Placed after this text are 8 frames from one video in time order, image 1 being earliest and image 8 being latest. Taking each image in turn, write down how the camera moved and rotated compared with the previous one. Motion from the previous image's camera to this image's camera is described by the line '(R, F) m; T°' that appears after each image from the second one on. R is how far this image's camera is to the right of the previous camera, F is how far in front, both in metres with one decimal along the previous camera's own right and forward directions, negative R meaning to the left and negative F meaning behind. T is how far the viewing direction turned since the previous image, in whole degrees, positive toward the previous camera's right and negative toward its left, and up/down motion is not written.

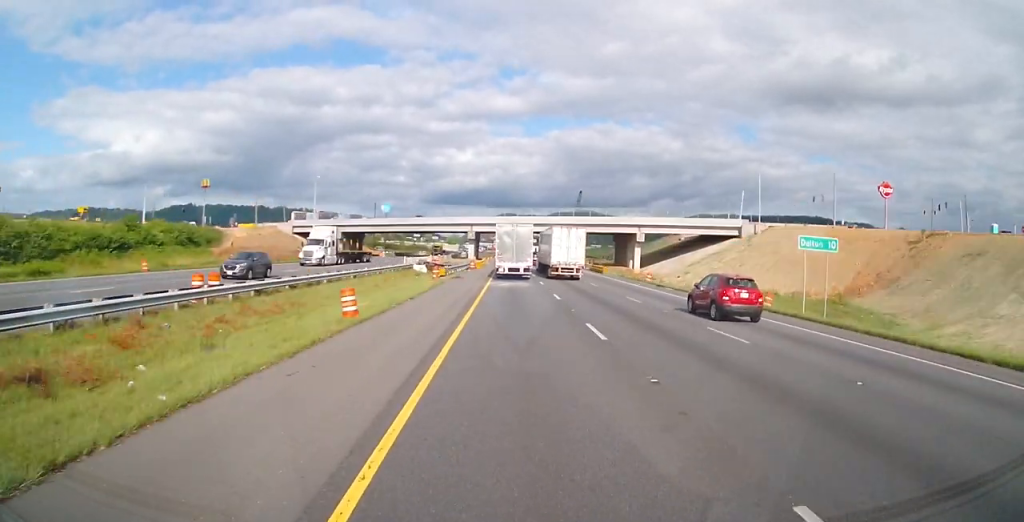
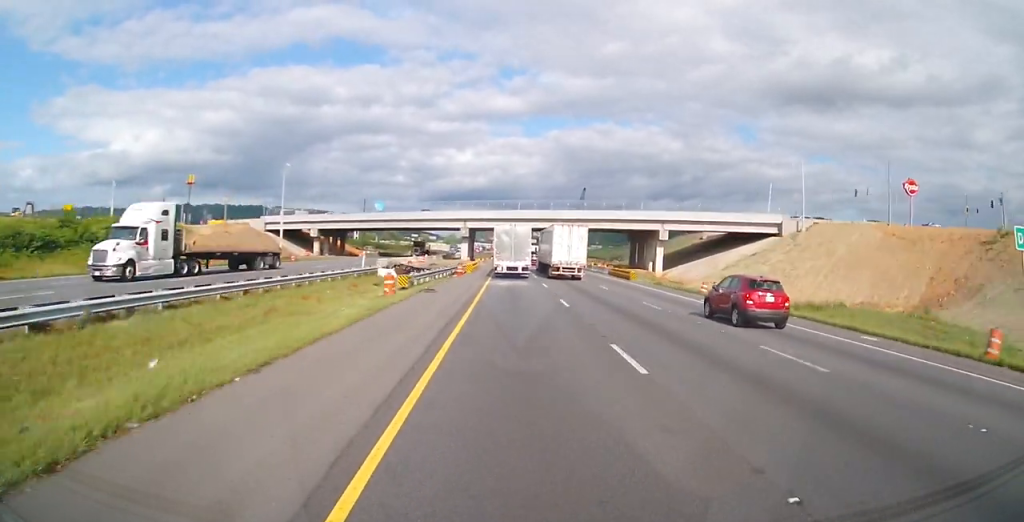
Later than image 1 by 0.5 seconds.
(-0.1, +15.9) m; 0°
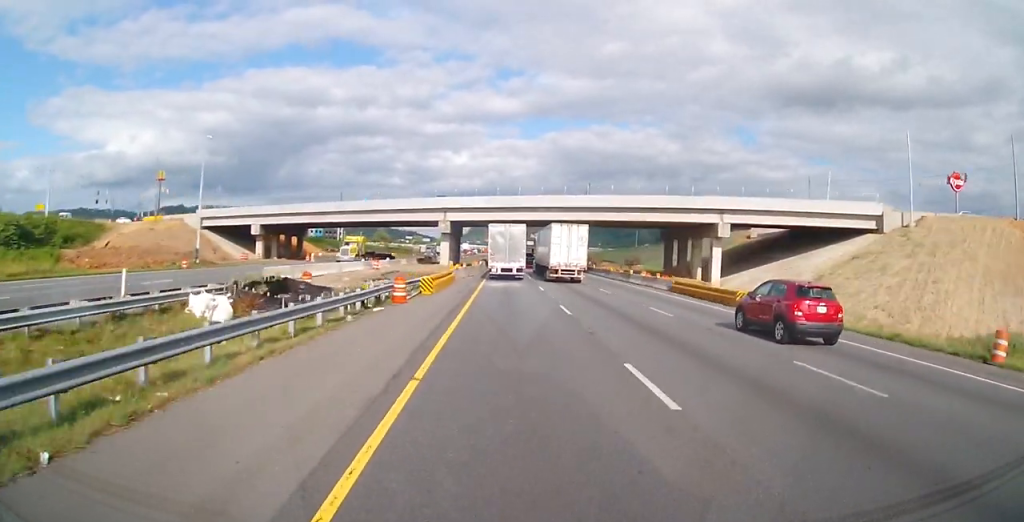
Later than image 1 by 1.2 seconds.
(+0.3, +26.2) m; 0°
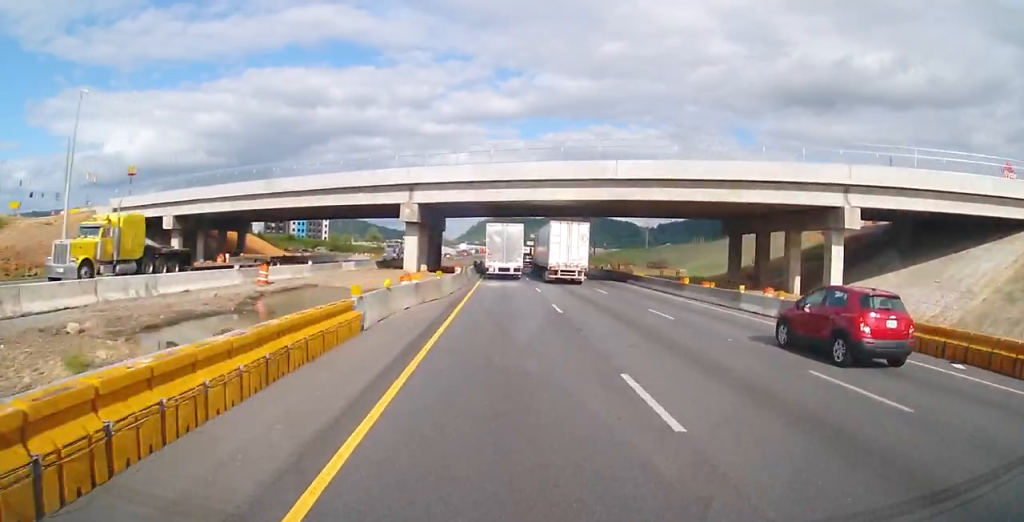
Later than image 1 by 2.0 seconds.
(0.0, +25.0) m; 0°
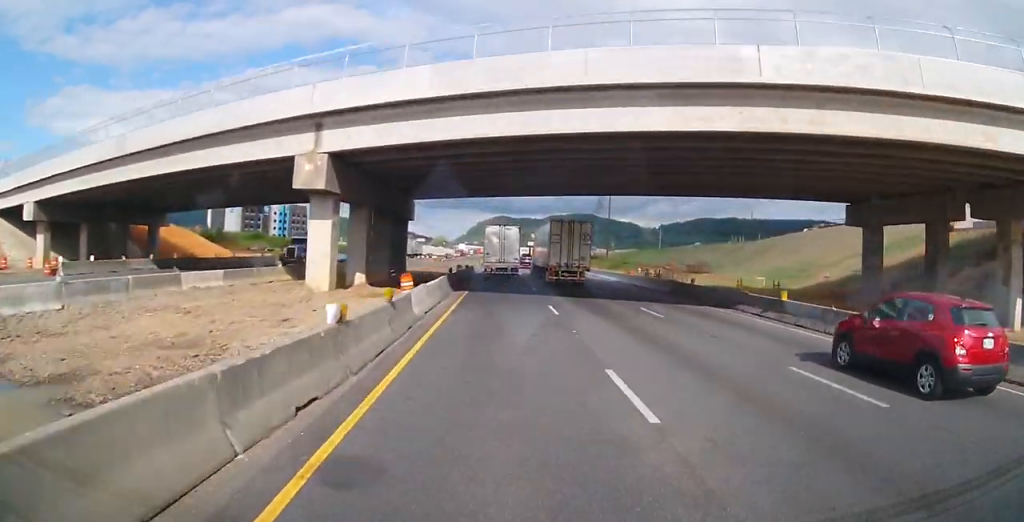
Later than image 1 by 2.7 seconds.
(-0.1, +23.9) m; 0°
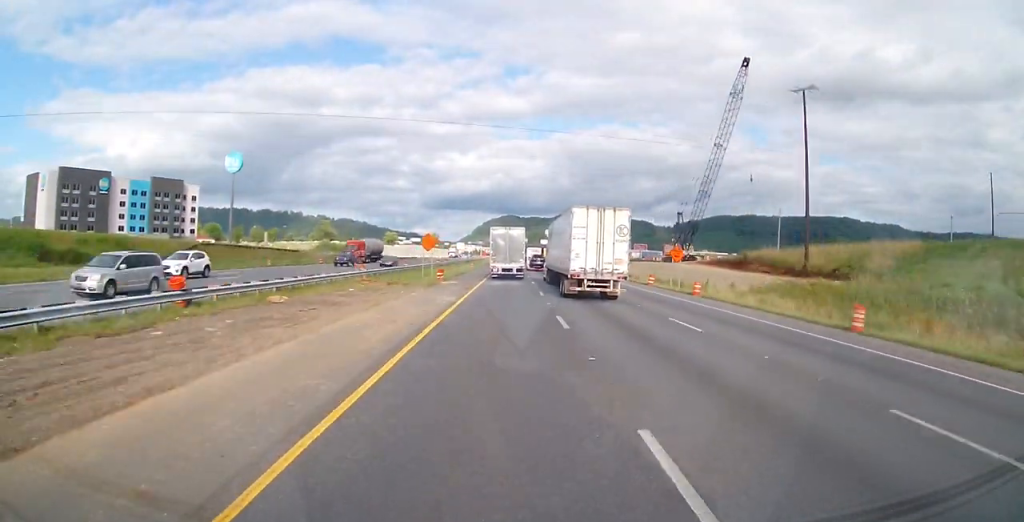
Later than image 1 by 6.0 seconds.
(+2.0, +112.2) m; +1°
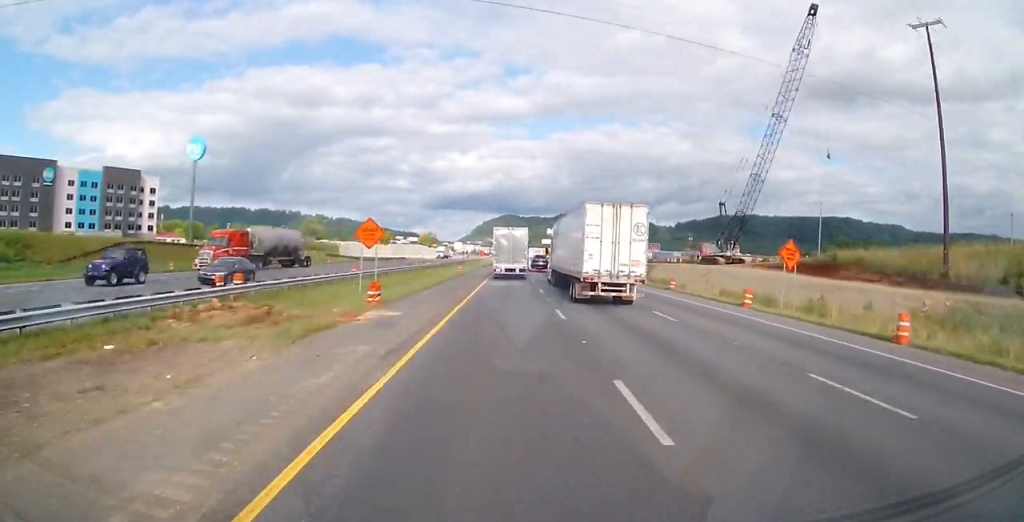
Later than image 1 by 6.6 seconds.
(0.0, +21.4) m; 0°
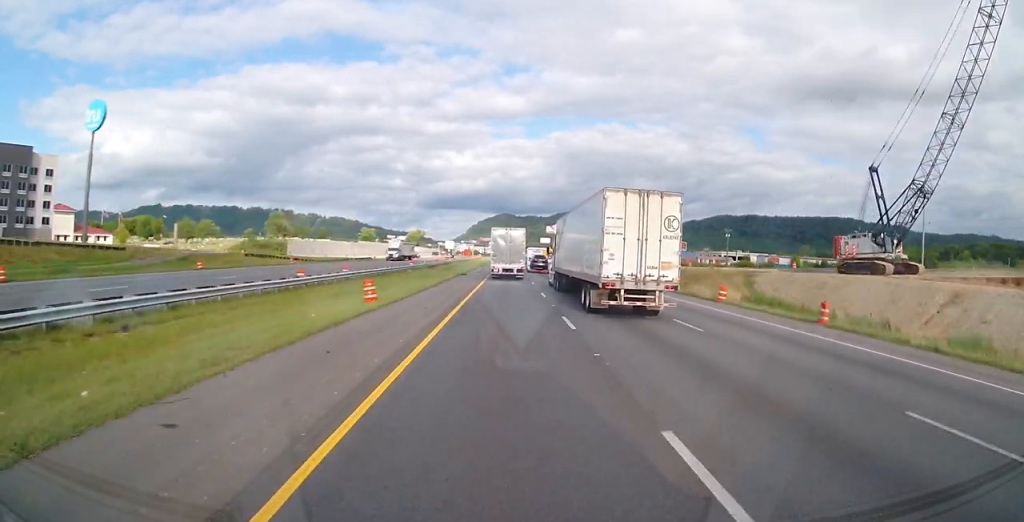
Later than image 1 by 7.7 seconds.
(0.0, +38.4) m; 0°
